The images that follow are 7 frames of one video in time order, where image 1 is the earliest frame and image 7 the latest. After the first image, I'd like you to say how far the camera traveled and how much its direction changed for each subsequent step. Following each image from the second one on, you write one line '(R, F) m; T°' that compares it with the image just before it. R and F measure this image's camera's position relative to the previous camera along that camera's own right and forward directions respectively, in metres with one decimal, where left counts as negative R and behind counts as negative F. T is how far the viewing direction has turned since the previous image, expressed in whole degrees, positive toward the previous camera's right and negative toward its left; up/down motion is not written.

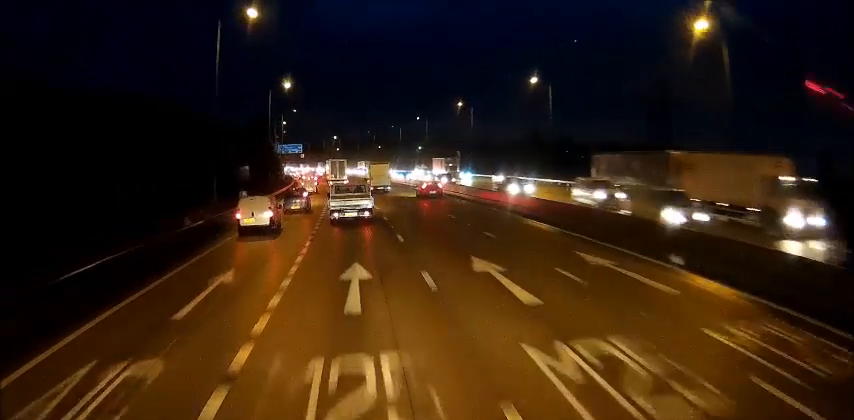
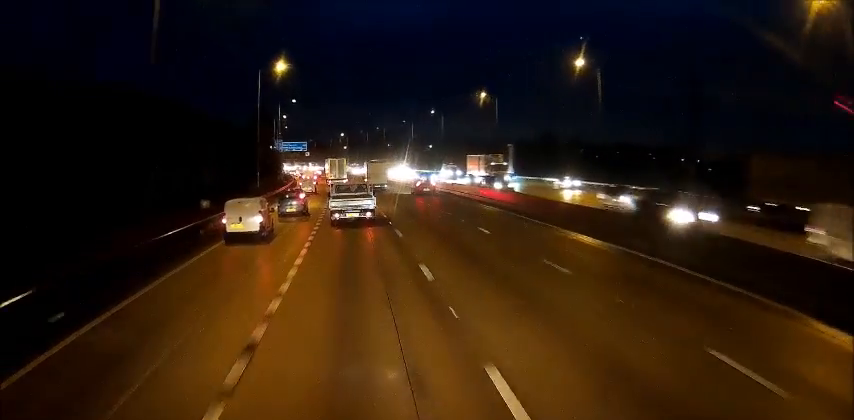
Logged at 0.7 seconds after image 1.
(-0.1, +16.7) m; -1°
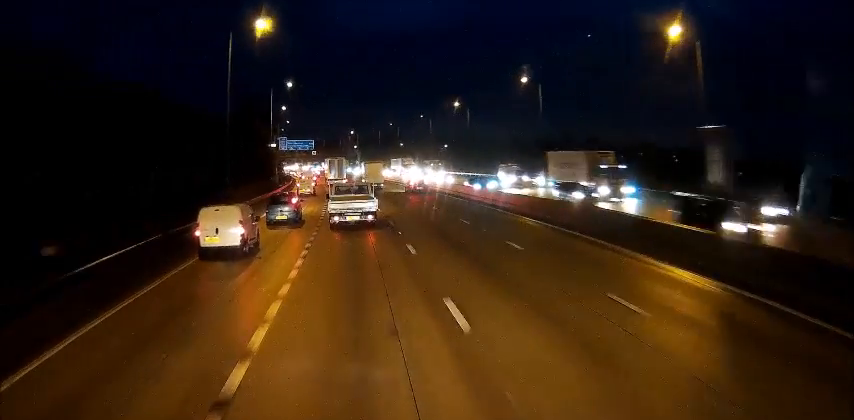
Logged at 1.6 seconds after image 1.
(-0.2, +22.4) m; -1°
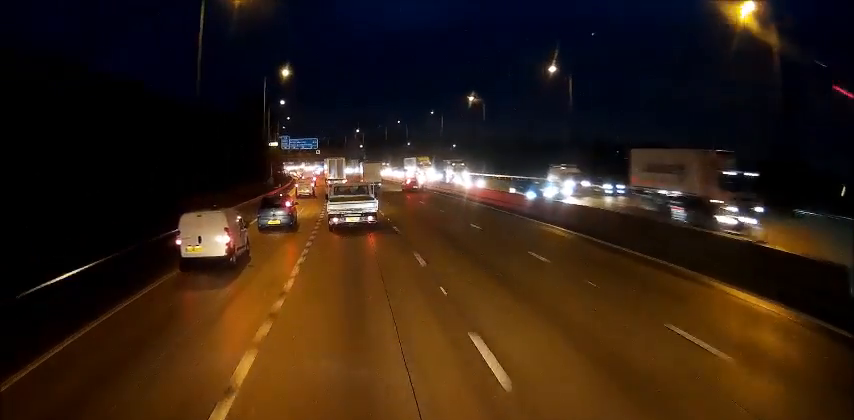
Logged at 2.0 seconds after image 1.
(-0.1, +11.6) m; -1°
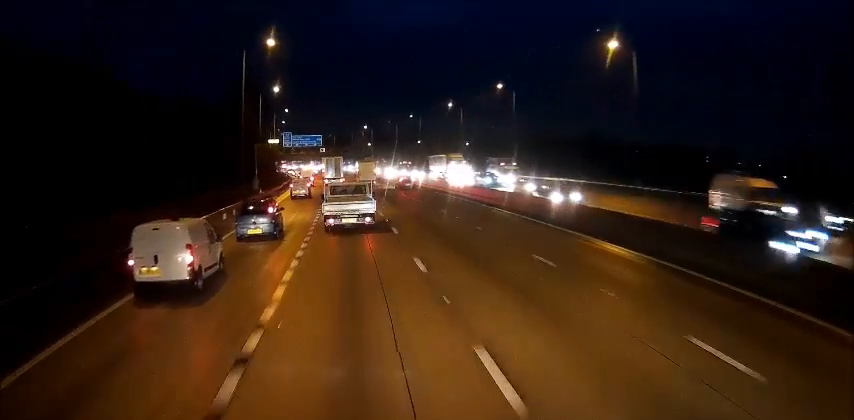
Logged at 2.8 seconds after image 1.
(-0.3, +19.0) m; -1°
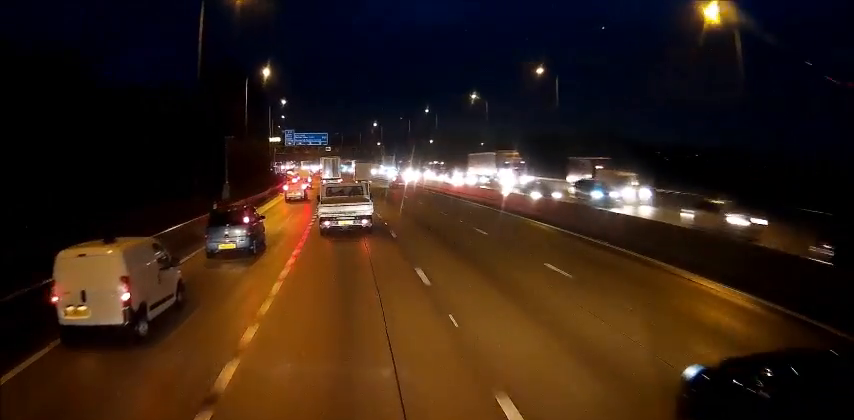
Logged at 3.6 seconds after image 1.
(0.0, +19.6) m; -1°
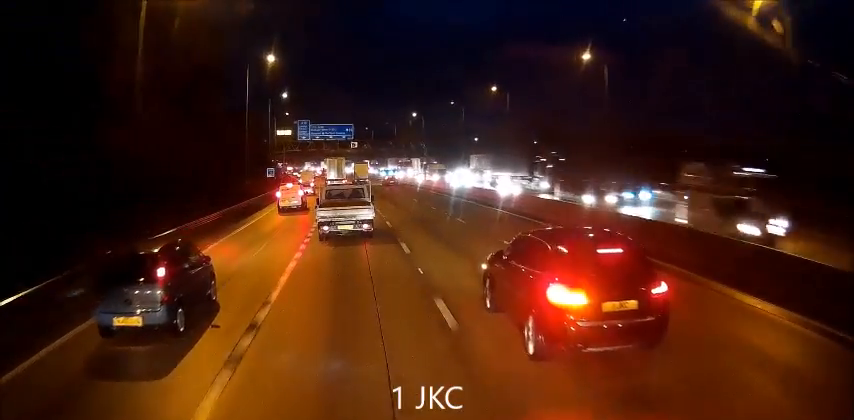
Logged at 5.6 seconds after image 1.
(-0.9, +49.2) m; -2°
